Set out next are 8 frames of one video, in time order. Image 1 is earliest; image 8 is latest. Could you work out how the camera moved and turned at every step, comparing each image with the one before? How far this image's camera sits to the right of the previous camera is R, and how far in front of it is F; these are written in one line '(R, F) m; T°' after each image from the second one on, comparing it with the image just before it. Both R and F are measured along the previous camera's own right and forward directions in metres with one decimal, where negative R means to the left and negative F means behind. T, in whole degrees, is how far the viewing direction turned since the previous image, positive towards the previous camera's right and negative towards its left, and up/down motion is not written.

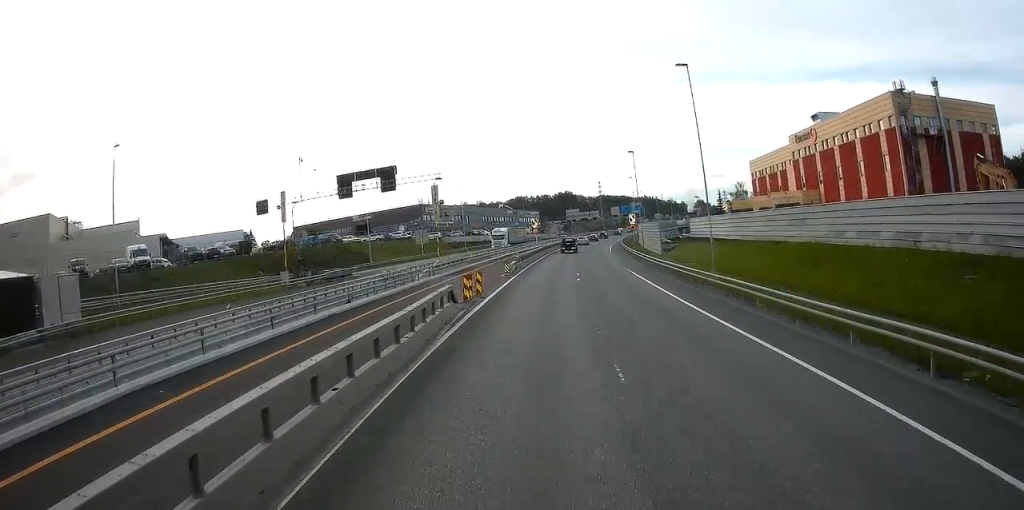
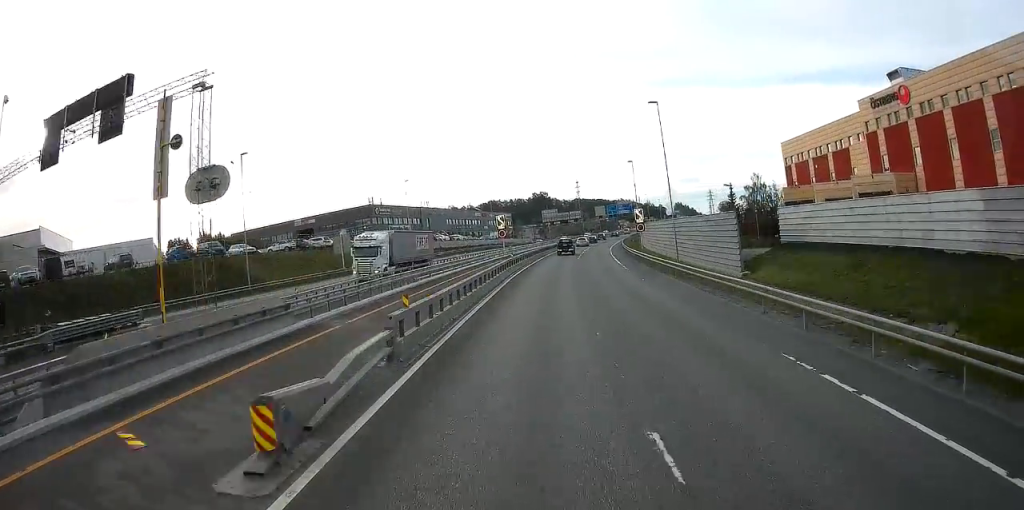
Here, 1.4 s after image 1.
(+0.7, +28.9) m; +2°
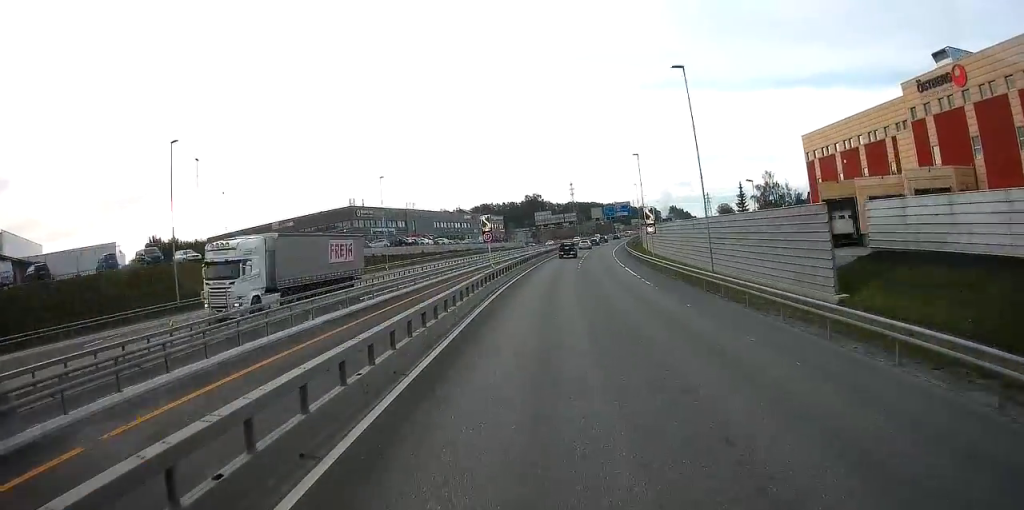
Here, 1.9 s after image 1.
(+0.1, +10.5) m; +1°
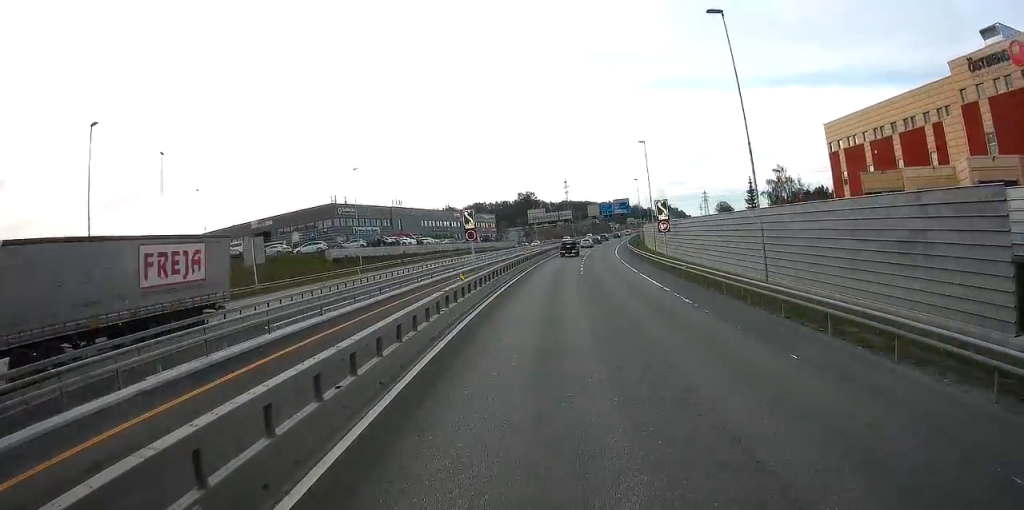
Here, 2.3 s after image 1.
(0.0, +9.1) m; +1°
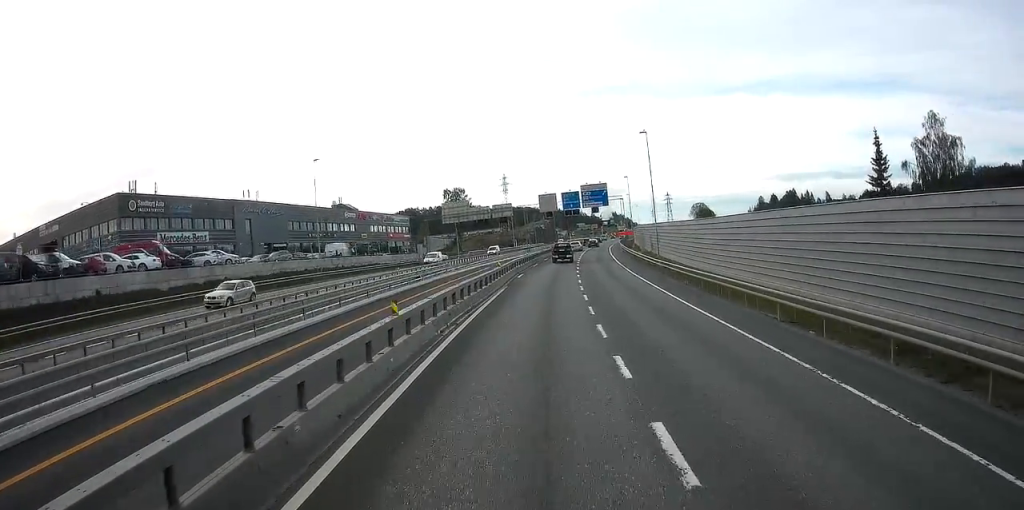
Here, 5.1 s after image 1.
(+2.8, +58.2) m; +6°
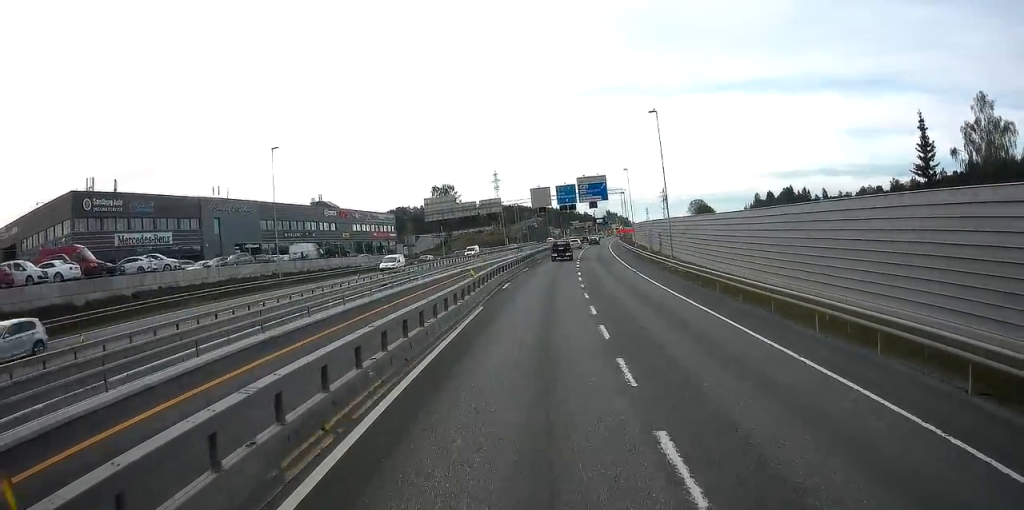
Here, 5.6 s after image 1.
(0.0, +8.8) m; +1°
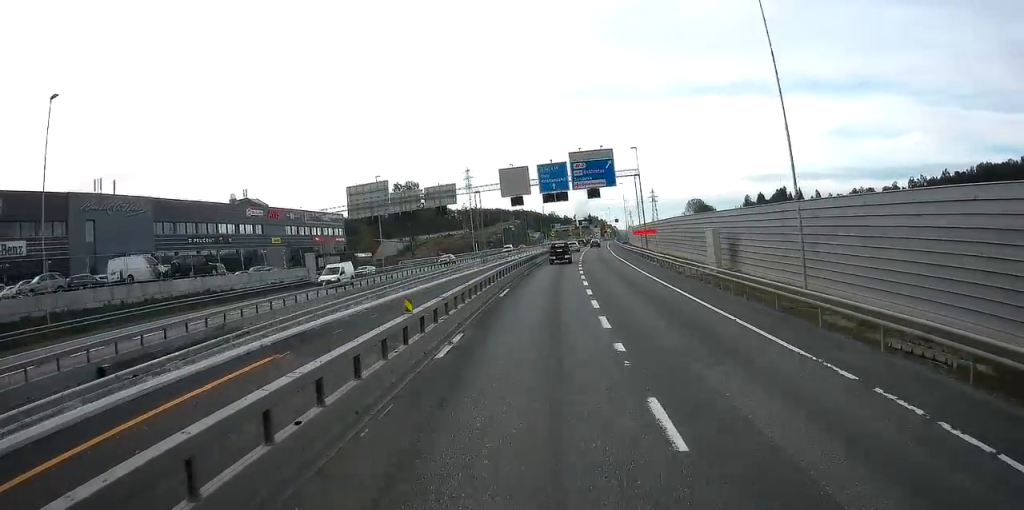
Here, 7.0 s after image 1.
(+0.7, +27.7) m; +2°
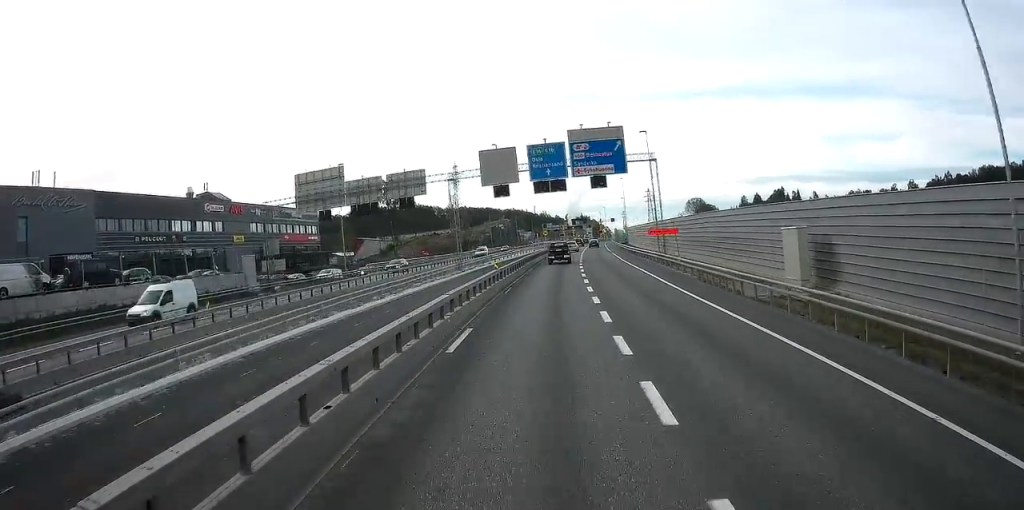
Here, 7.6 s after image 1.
(0.0, +11.6) m; +1°
